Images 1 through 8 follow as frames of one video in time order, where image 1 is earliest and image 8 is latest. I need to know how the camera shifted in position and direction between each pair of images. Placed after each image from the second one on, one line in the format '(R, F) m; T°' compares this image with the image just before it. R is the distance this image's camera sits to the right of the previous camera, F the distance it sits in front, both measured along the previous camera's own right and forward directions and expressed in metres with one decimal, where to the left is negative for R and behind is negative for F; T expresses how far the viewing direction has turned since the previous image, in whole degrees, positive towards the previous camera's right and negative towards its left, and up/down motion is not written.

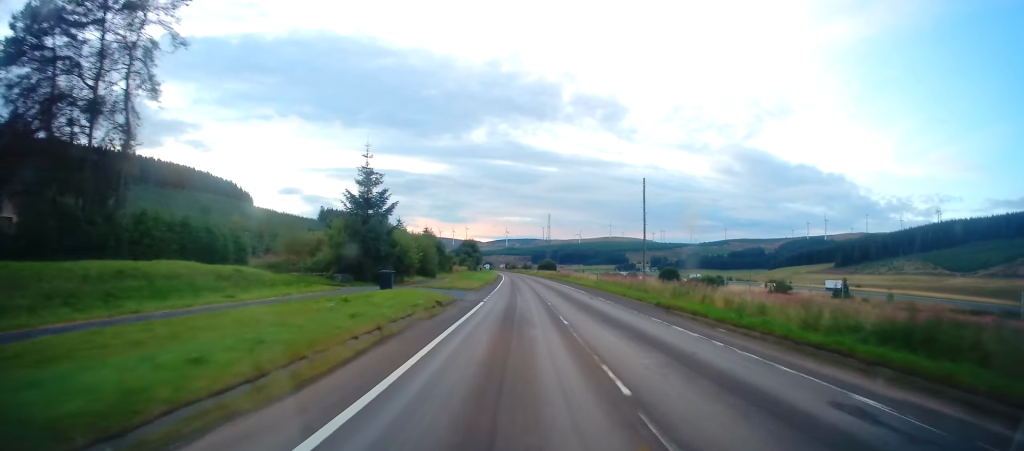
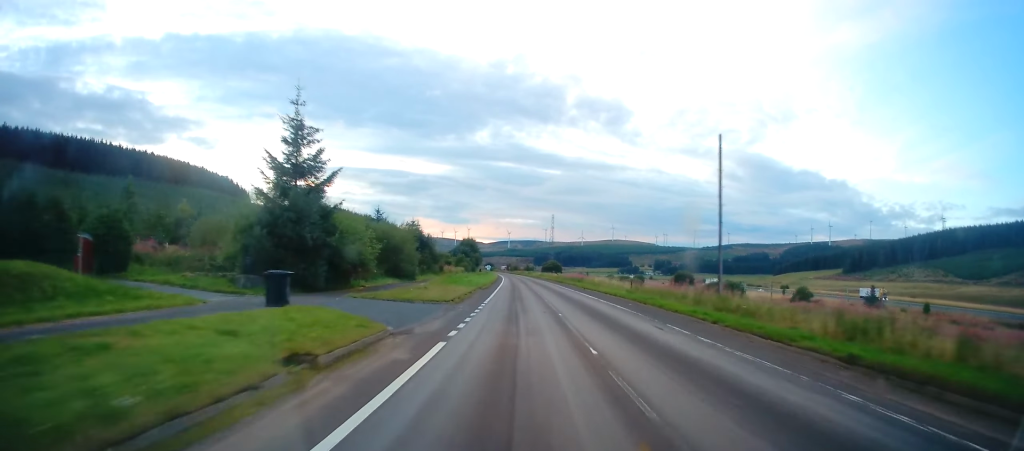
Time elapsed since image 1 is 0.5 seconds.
(-0.1, +15.0) m; 0°
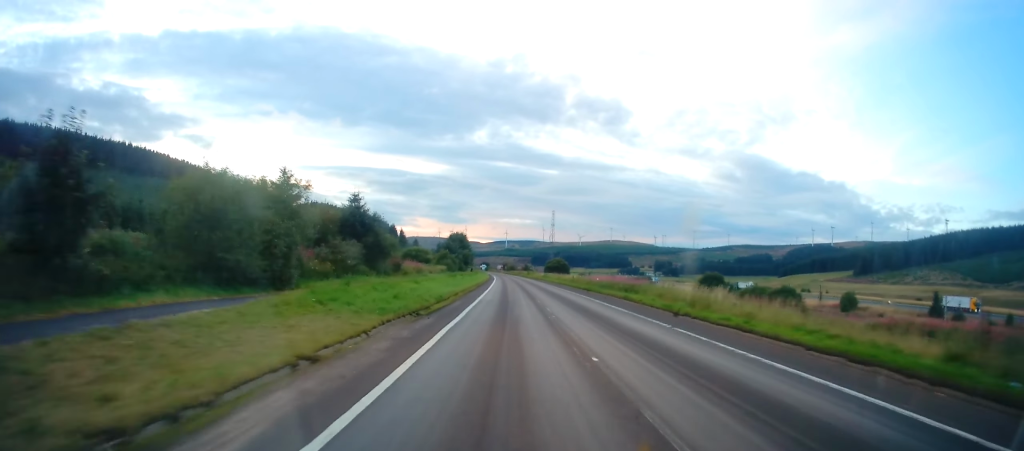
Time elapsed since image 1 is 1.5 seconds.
(+0.2, +30.0) m; 0°
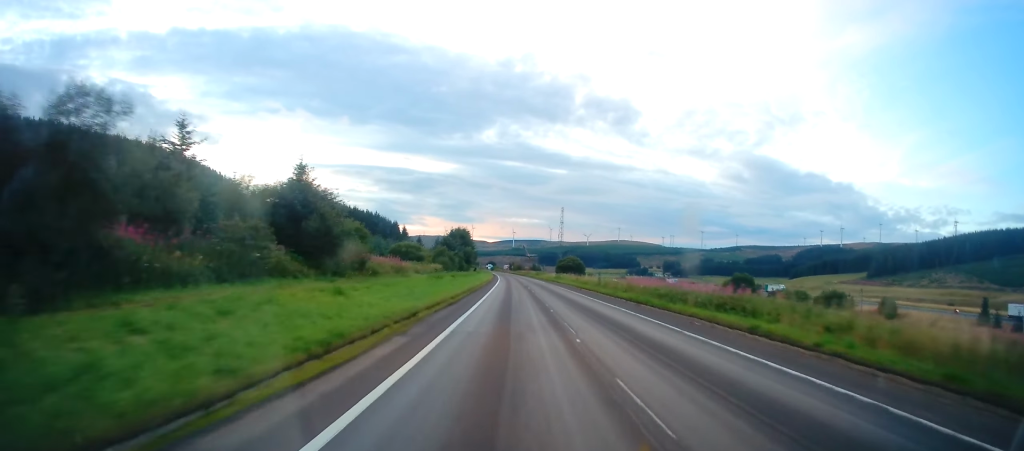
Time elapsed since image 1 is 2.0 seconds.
(0.0, +15.9) m; 0°
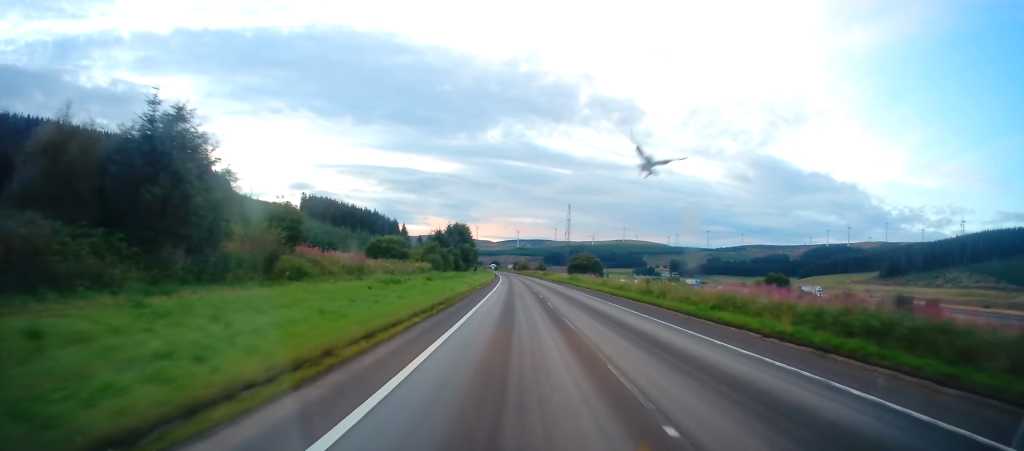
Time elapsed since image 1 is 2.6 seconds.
(0.0, +16.9) m; -1°
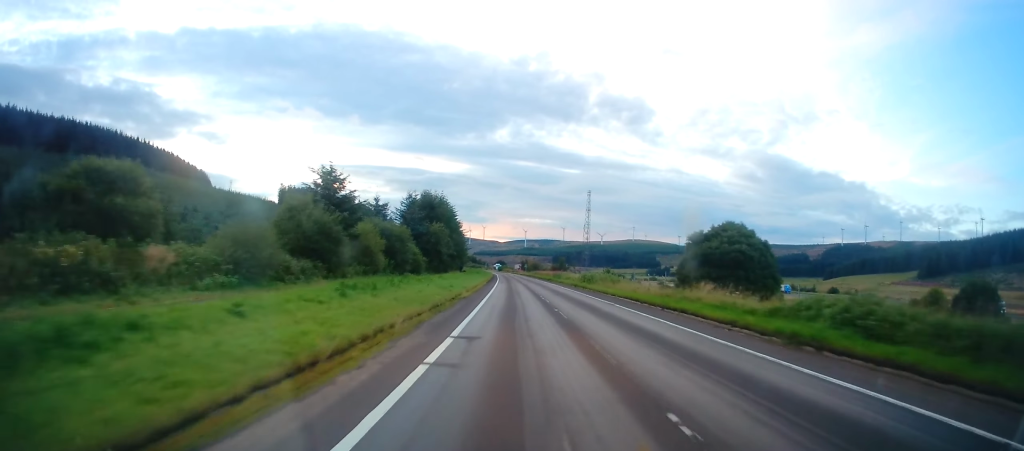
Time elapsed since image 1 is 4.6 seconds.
(-0.1, +60.0) m; -1°
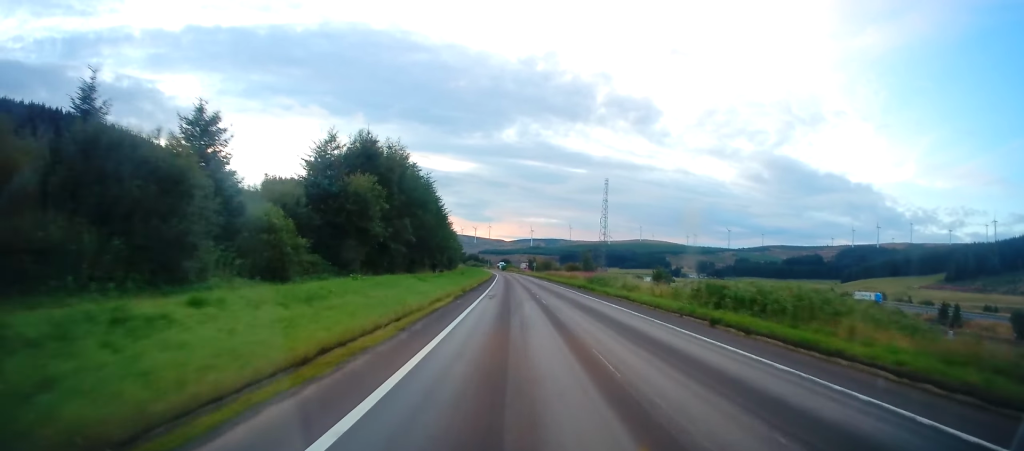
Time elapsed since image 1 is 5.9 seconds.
(-0.7, +37.2) m; -1°
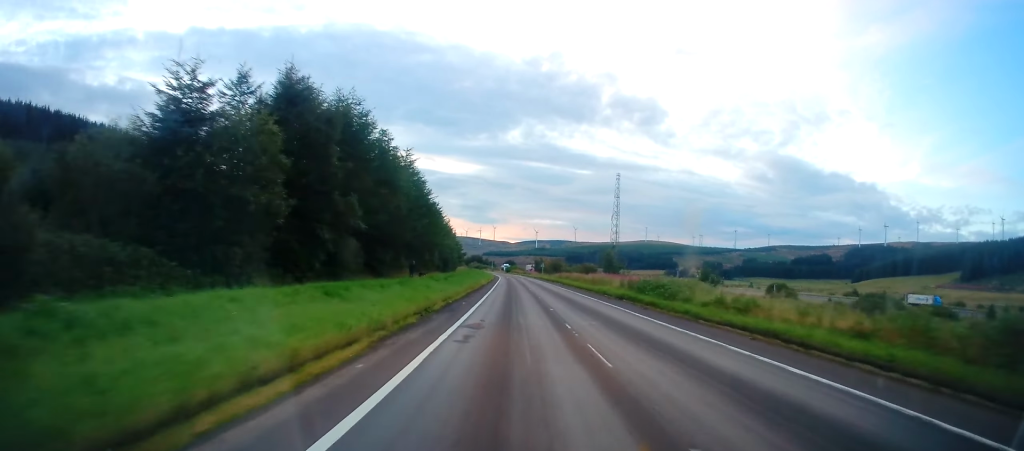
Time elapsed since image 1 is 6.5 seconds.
(0.0, +16.9) m; 0°
